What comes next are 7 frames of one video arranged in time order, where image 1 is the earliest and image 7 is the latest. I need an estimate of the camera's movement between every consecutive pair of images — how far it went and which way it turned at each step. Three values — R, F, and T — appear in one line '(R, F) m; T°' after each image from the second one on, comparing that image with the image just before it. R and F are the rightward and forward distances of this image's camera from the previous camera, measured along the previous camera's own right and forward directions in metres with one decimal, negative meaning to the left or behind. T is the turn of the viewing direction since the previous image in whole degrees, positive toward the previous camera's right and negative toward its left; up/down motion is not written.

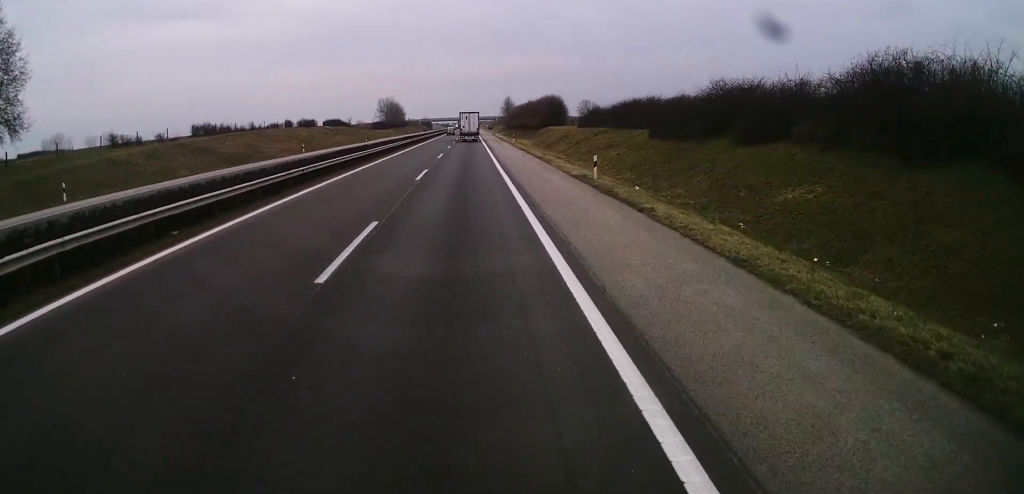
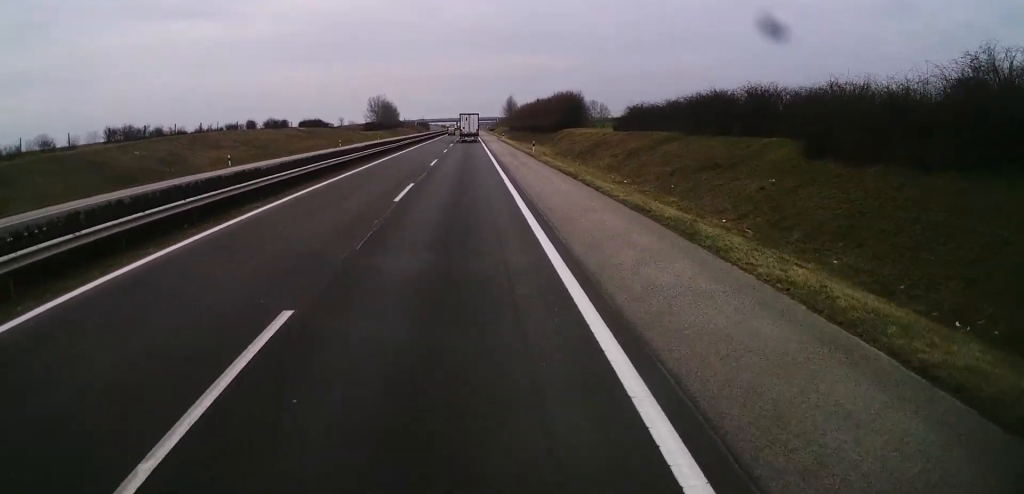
(0.0, +25.4) m; -1°
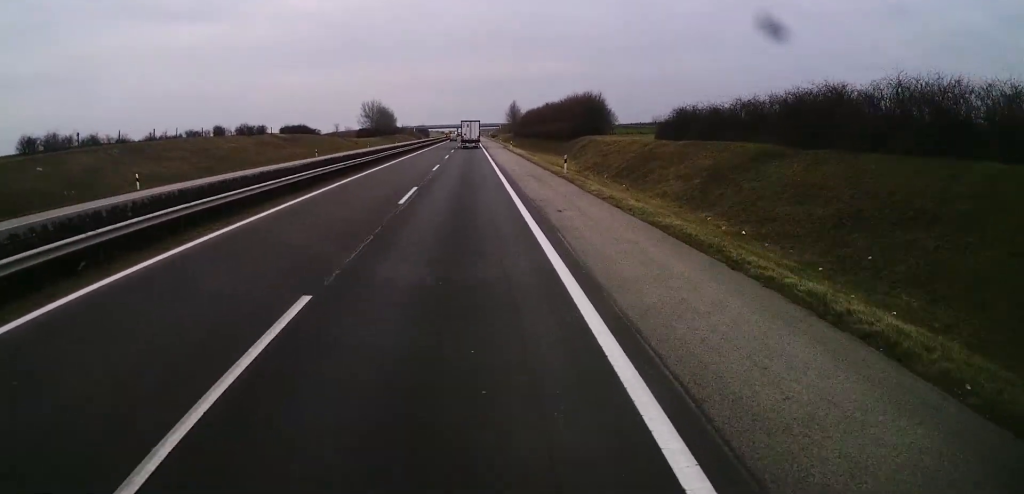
(-0.1, +16.9) m; 0°
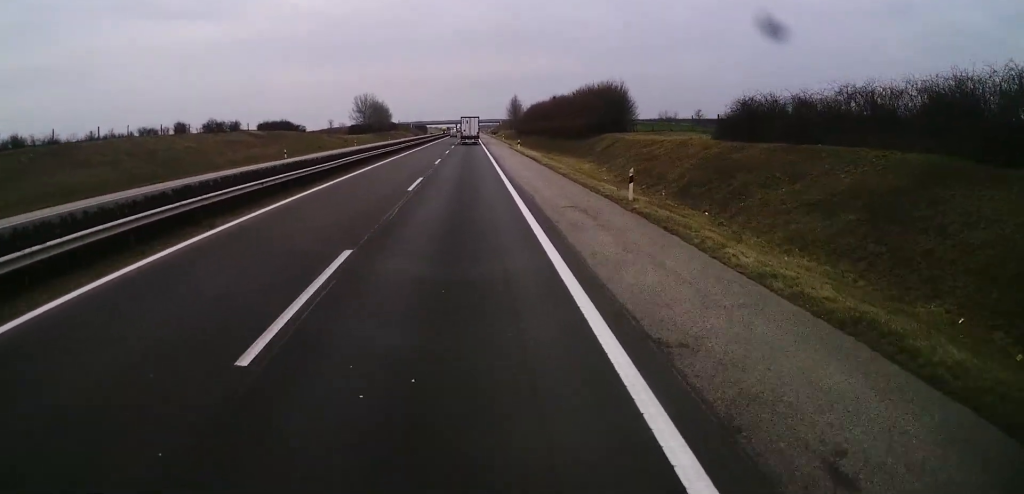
(0.0, +14.6) m; 0°
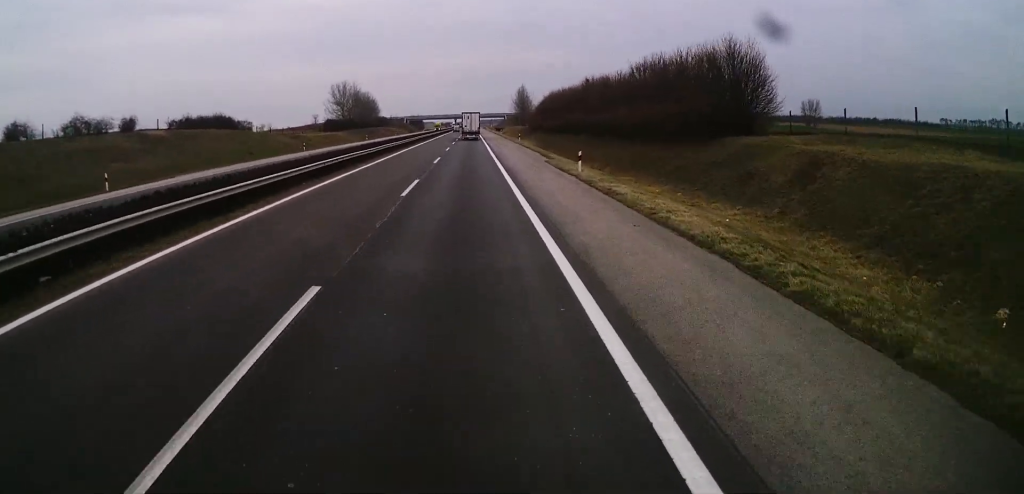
(+0.2, +38.5) m; +1°
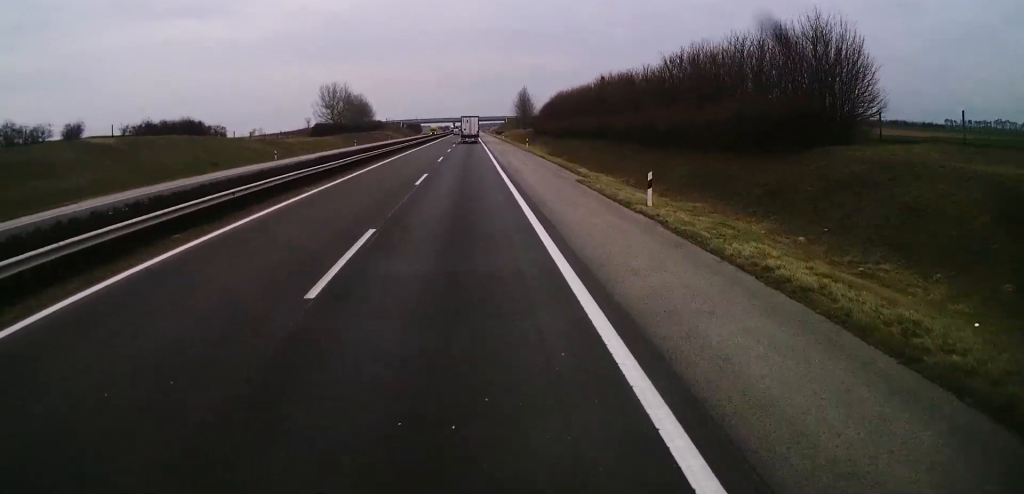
(+0.2, +12.3) m; 0°
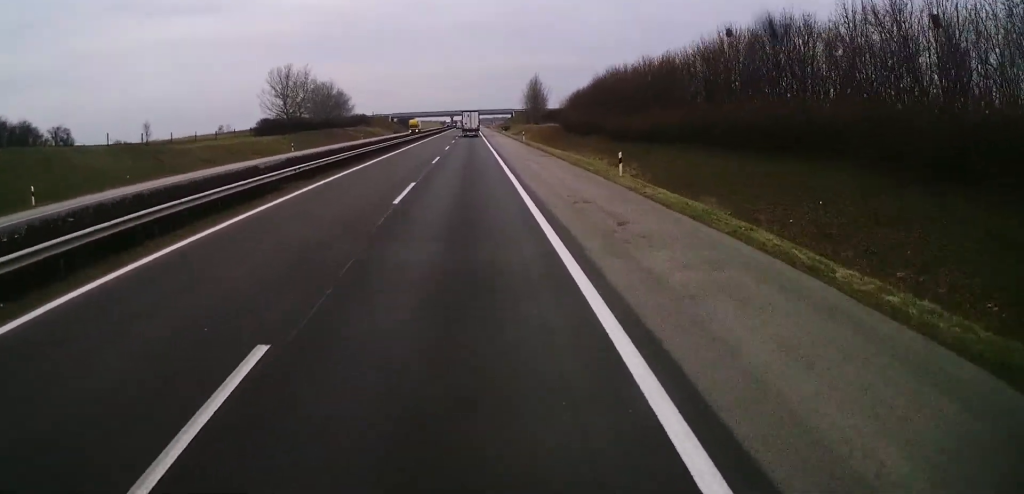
(-0.6, +43.9) m; -2°
